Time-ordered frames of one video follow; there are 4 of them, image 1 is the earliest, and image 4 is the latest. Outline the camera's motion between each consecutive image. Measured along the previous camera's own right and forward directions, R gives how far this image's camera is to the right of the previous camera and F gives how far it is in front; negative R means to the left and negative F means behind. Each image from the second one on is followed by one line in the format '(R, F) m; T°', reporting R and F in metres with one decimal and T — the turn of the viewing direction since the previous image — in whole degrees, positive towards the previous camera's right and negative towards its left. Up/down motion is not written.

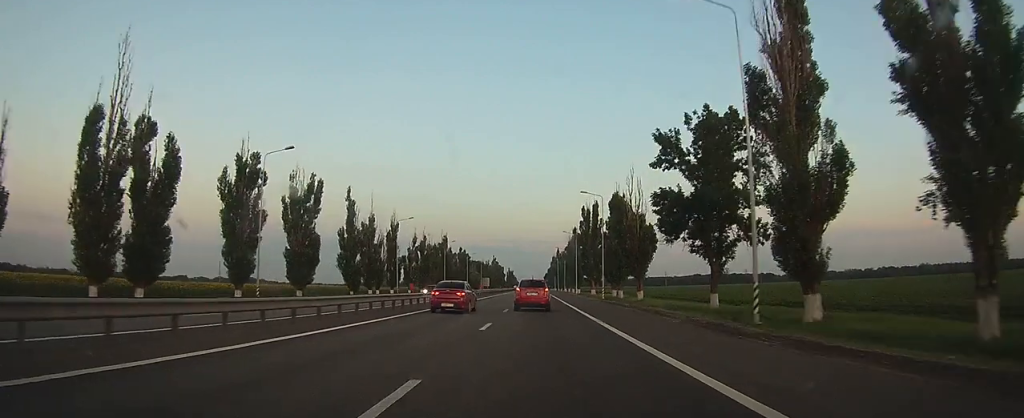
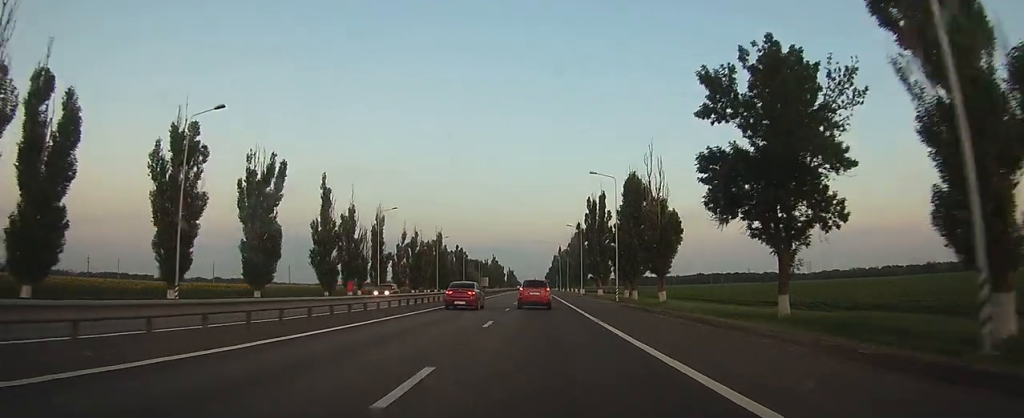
(+0.1, +10.8) m; 0°
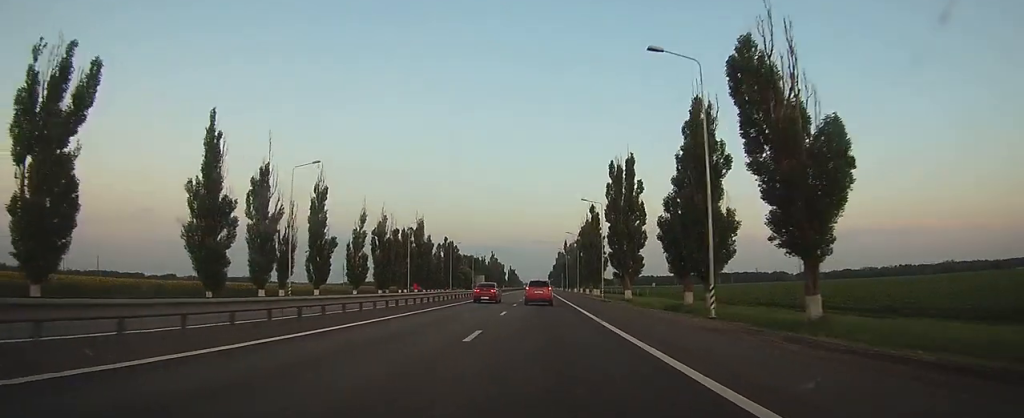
(-0.1, +28.9) m; 0°
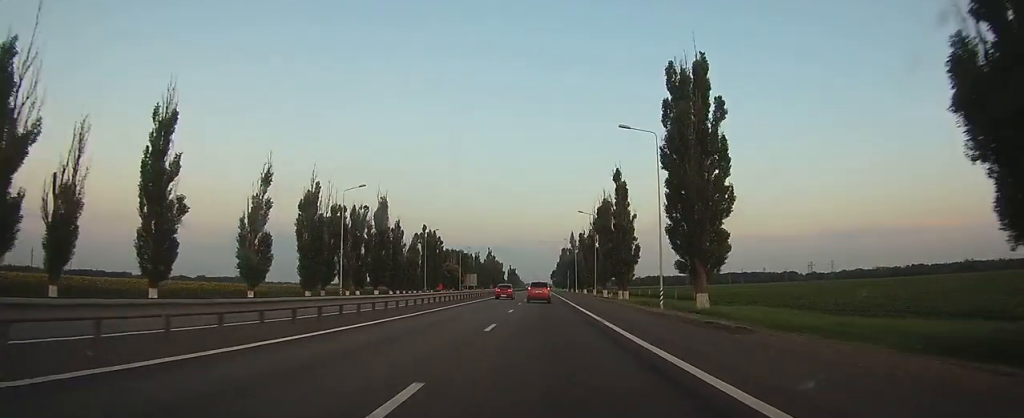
(-0.1, +32.5) m; 0°
